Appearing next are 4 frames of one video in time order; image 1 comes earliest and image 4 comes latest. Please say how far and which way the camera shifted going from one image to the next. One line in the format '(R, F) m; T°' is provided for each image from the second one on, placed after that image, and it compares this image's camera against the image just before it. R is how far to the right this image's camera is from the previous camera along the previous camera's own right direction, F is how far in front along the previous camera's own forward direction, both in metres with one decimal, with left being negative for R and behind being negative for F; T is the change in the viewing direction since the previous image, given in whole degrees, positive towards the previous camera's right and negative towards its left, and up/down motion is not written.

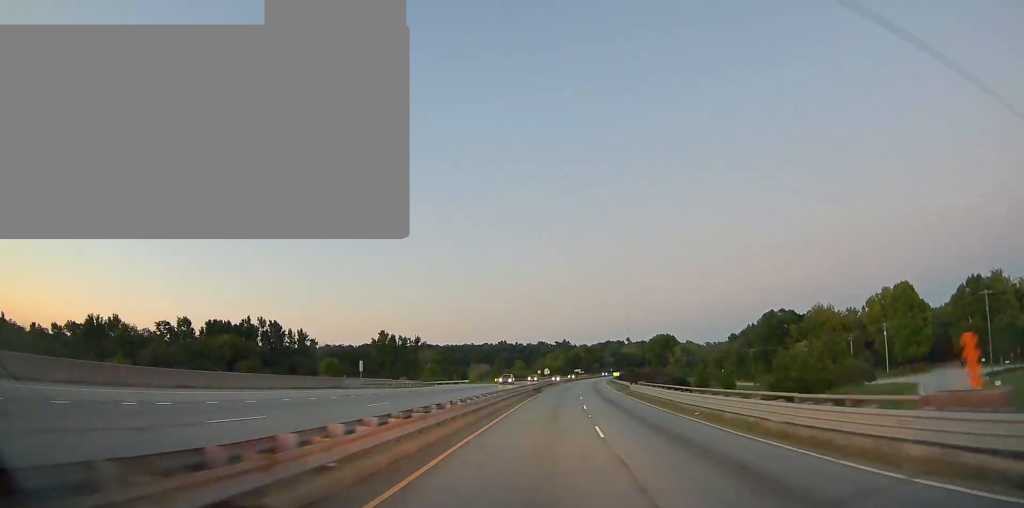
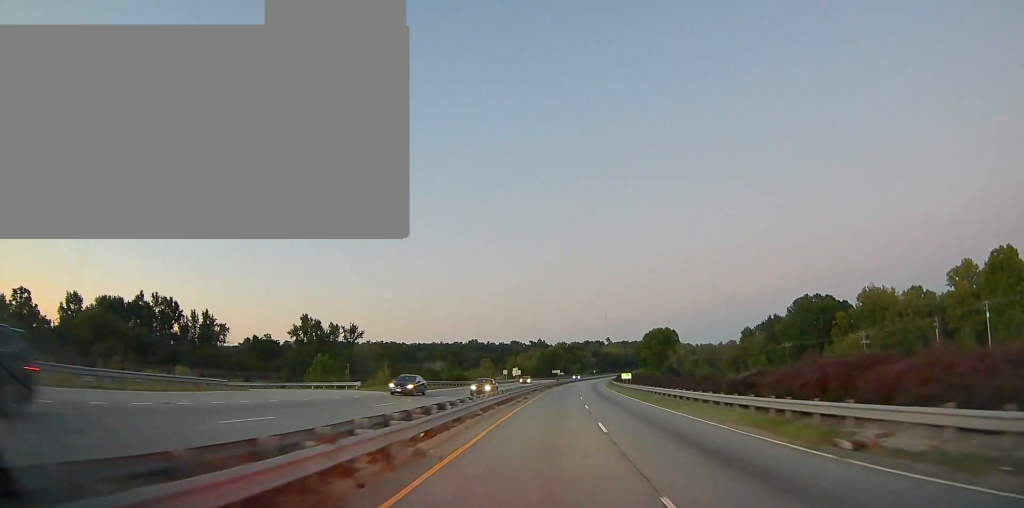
(+1.0, +48.4) m; +2°
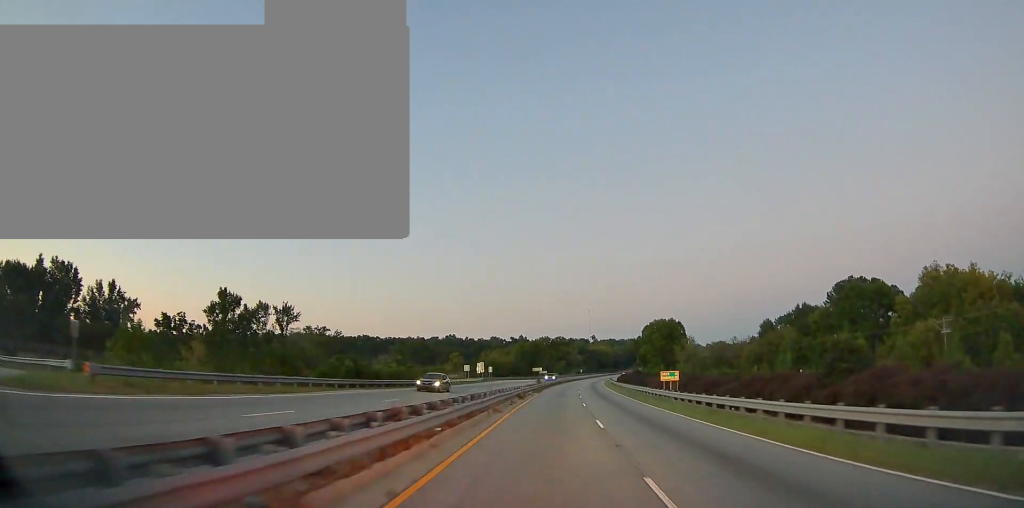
(+0.1, +35.4) m; +2°
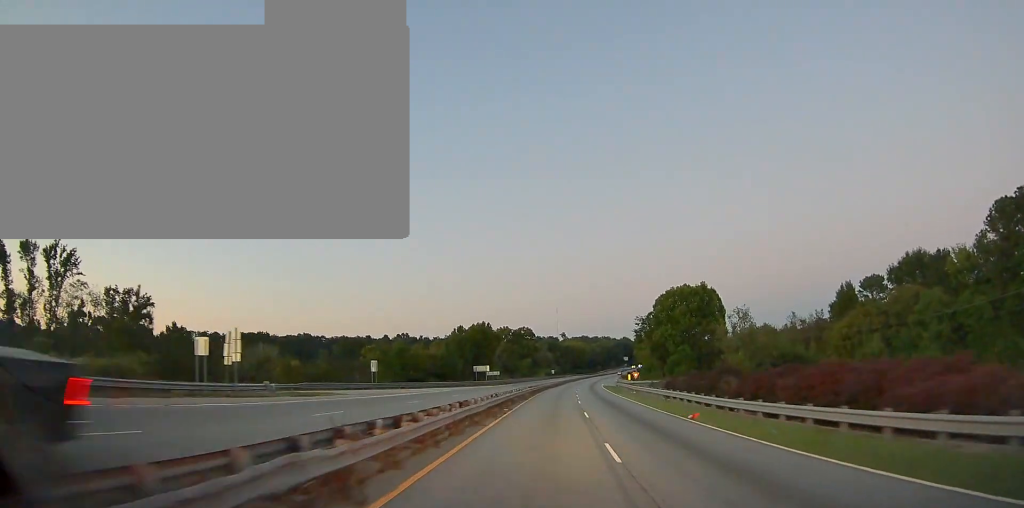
(+3.2, +67.8) m; +4°
